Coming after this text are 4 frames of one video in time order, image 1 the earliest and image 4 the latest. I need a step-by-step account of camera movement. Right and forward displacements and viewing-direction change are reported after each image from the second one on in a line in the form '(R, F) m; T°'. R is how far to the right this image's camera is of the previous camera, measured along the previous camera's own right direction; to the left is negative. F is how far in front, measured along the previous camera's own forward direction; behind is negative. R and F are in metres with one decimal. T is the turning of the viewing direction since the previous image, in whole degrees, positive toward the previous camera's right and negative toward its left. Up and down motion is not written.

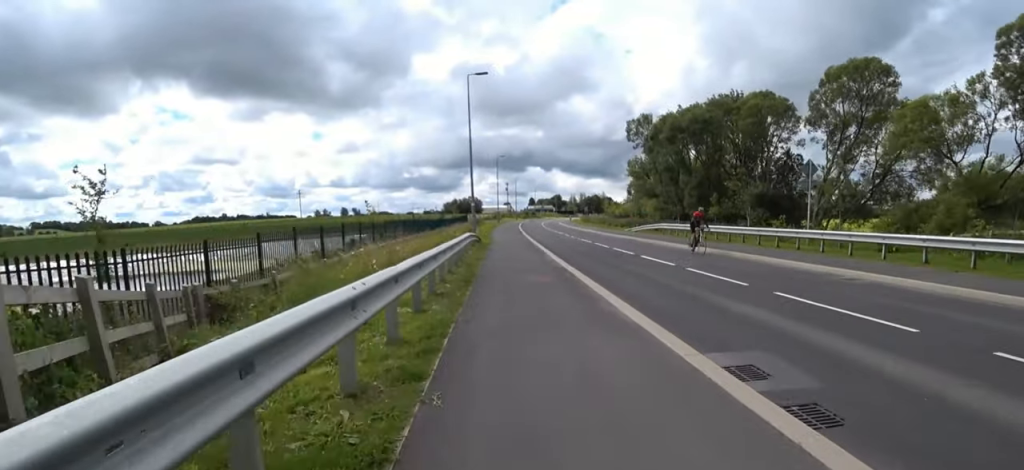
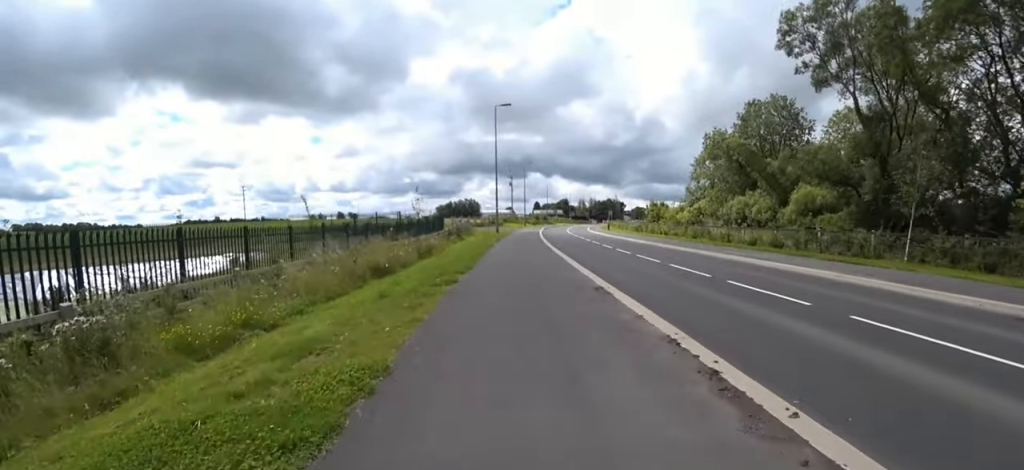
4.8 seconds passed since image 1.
(+0.6, +34.7) m; -1°
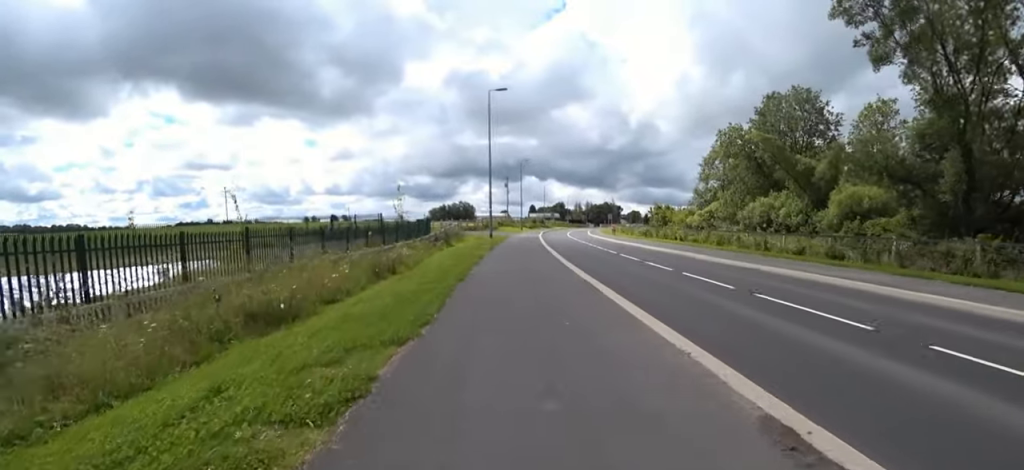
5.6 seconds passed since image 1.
(+0.3, +5.4) m; -4°
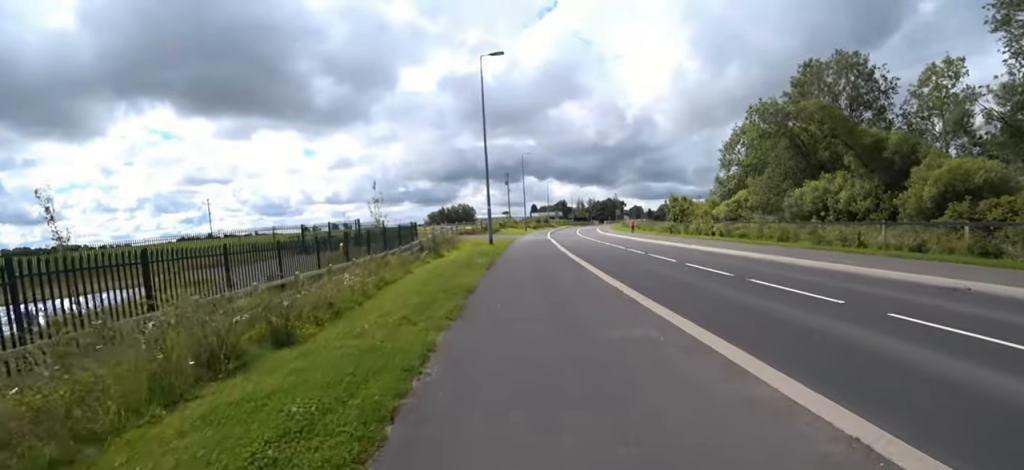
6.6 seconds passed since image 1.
(-0.8, +6.9) m; +1°
